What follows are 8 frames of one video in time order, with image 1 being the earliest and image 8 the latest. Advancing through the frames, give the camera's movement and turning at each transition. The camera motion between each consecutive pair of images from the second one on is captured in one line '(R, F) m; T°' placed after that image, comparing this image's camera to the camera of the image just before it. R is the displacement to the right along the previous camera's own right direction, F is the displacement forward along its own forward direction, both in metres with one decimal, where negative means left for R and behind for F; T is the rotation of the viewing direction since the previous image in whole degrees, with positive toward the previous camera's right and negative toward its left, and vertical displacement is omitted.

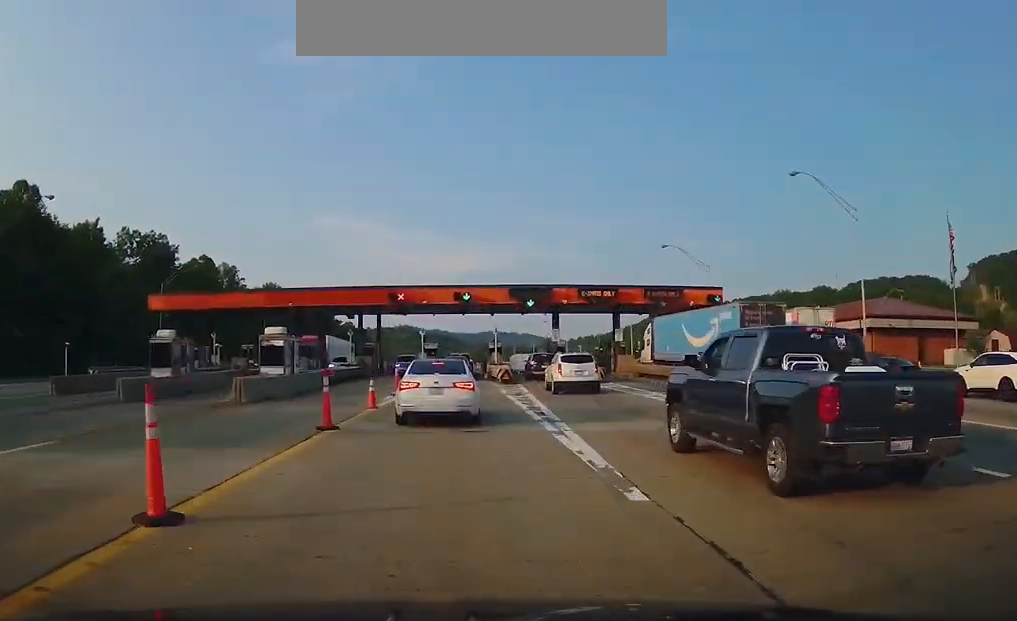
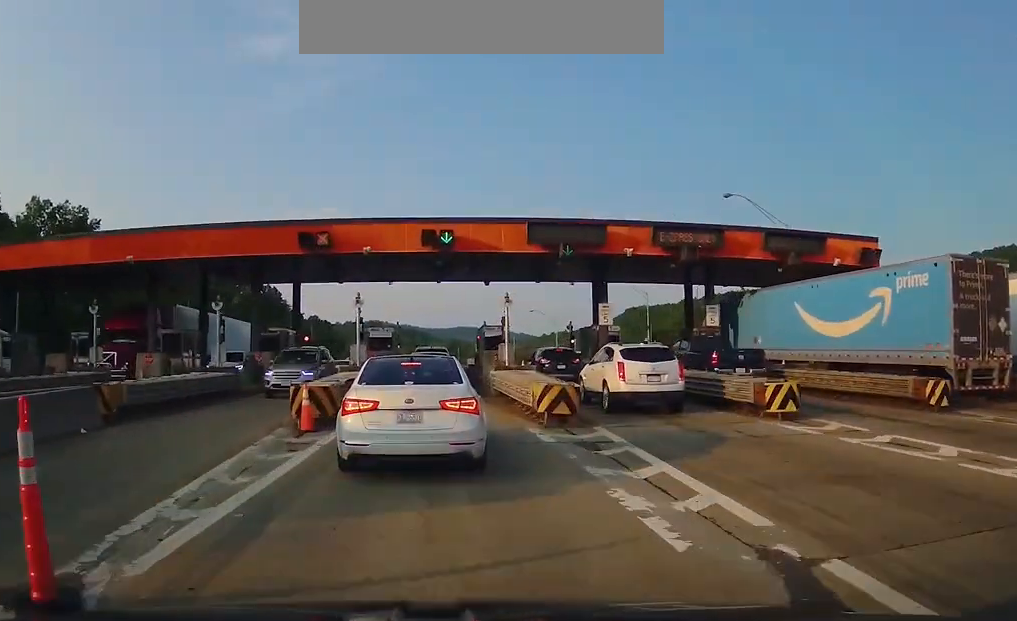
(+0.1, +9.8) m; -1°
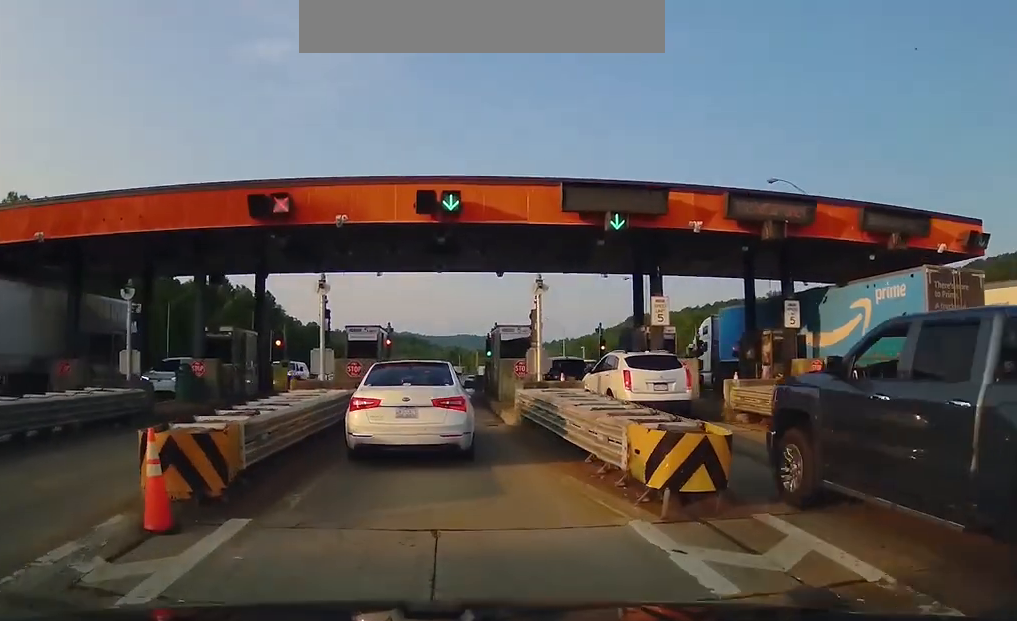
(-0.2, +8.8) m; 0°
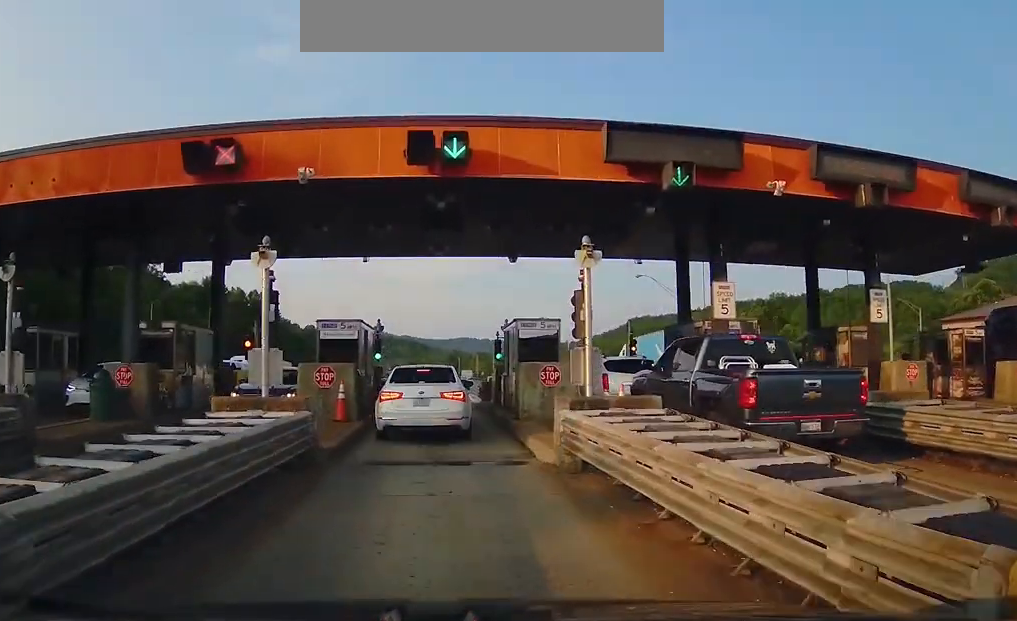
(+0.4, +8.8) m; +1°
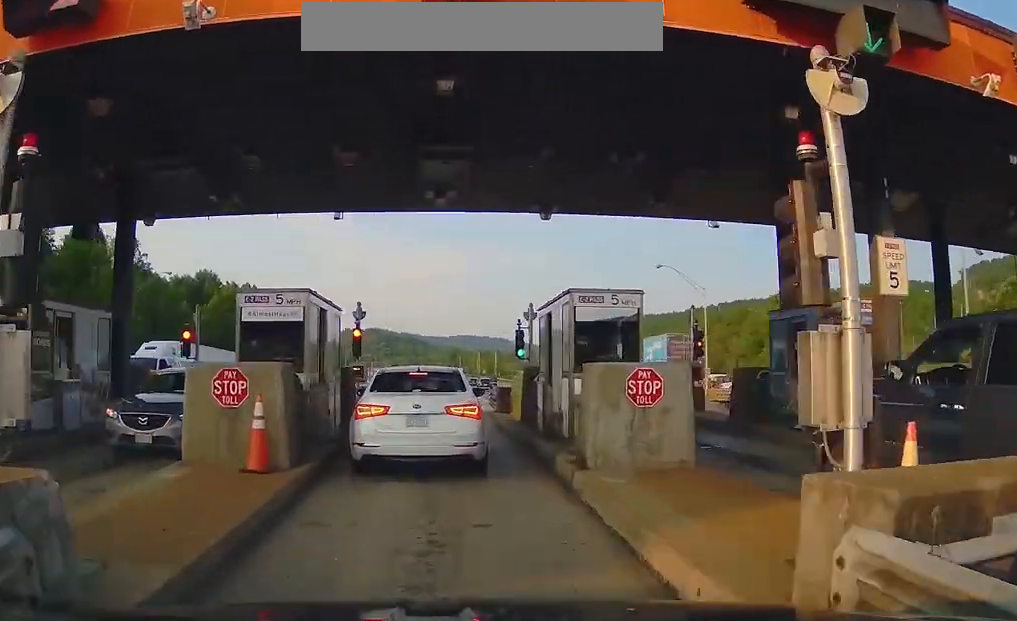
(-0.1, +6.0) m; -1°
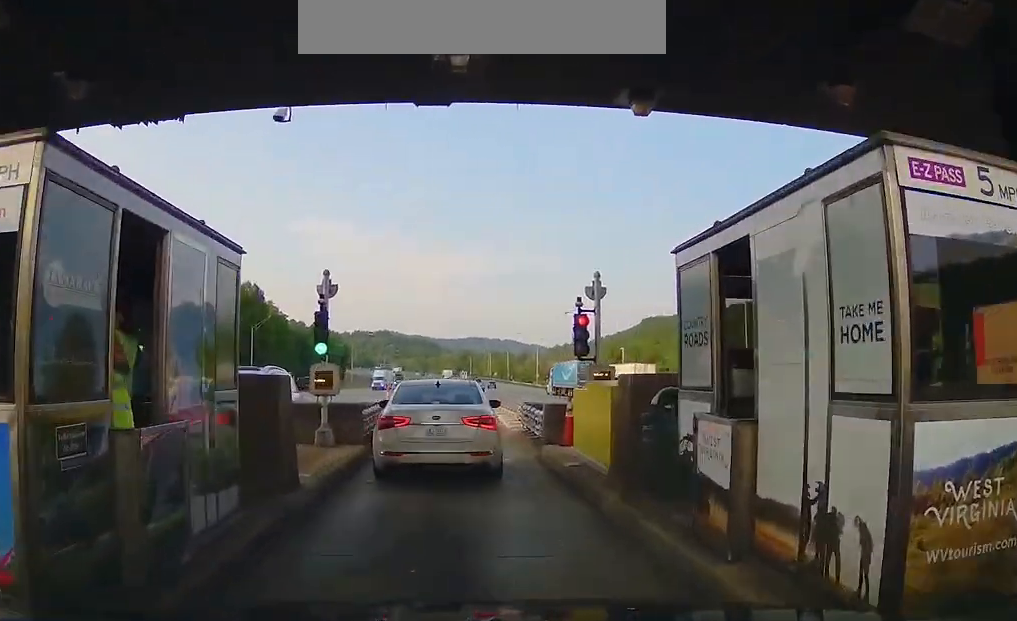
(0.0, +8.3) m; 0°
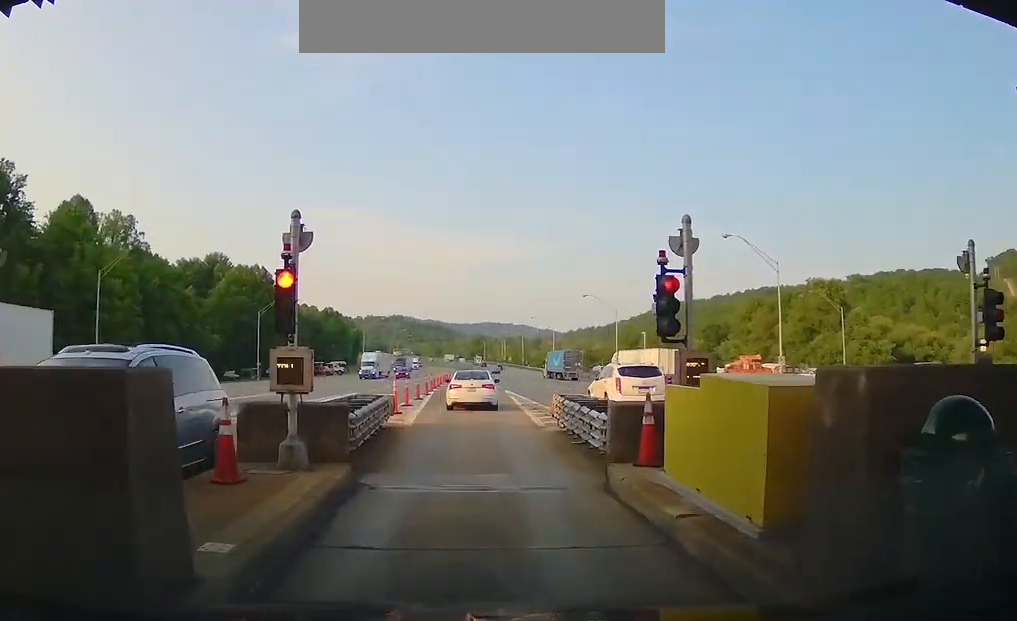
(0.0, +3.4) m; +1°
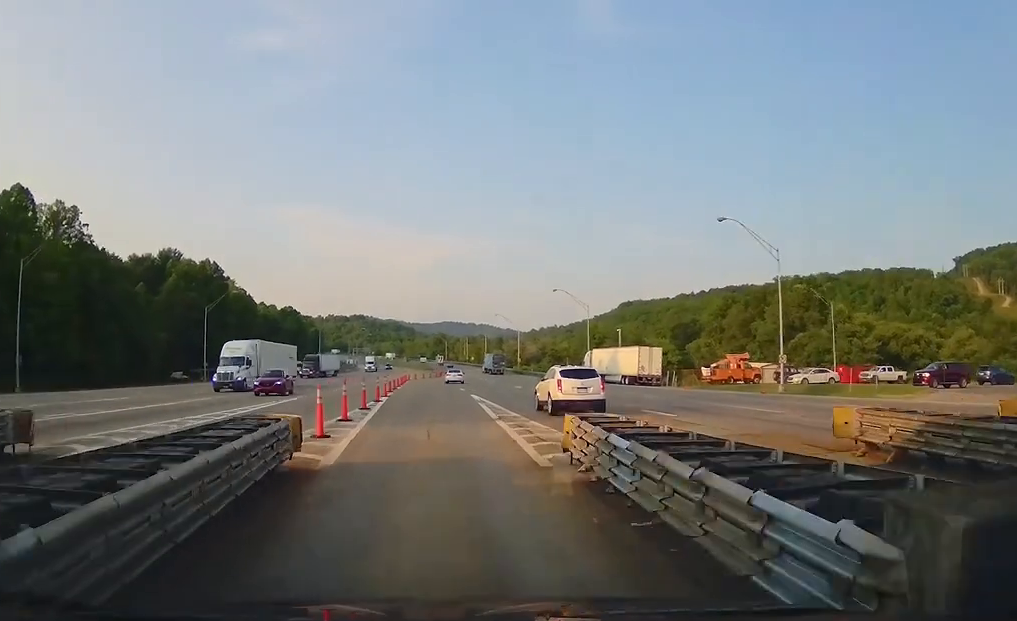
(+0.3, +21.8) m; +2°
